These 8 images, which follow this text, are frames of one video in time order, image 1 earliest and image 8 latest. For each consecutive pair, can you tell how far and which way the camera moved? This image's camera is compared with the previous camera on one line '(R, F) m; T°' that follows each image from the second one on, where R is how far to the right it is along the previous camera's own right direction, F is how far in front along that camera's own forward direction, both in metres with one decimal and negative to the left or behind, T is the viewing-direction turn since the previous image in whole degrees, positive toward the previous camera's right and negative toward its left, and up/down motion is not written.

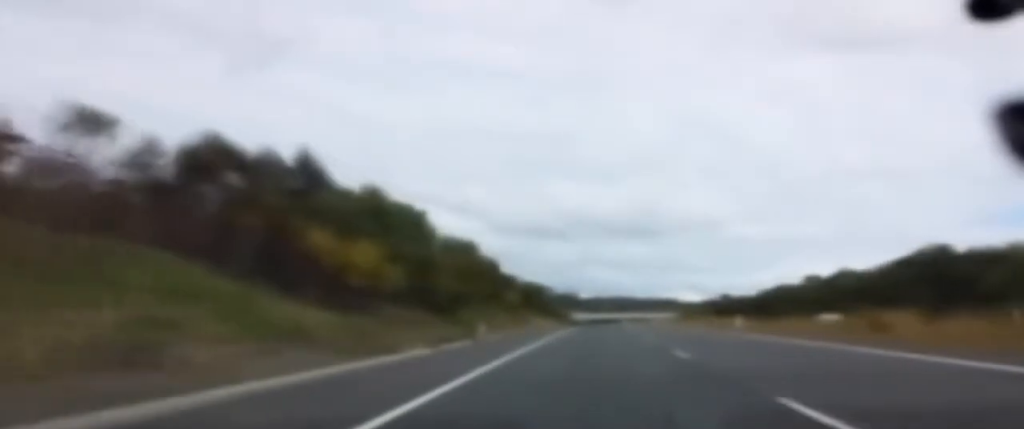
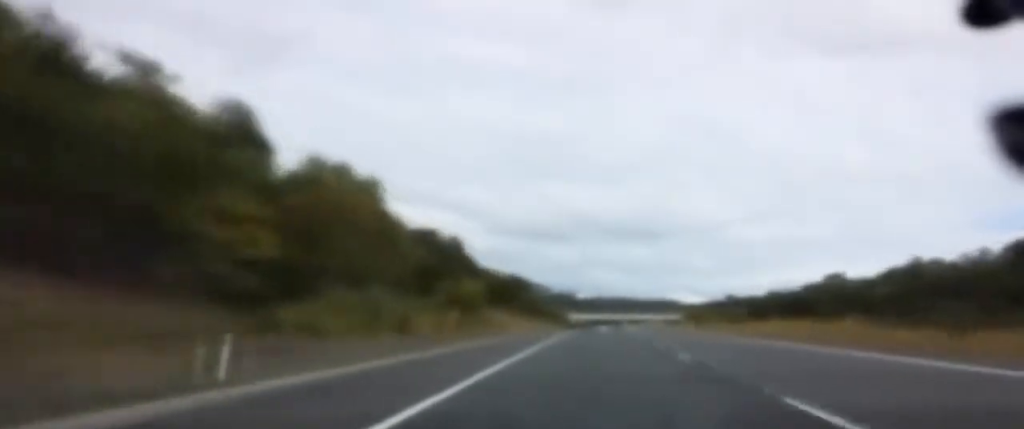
(-0.4, +36.5) m; -1°
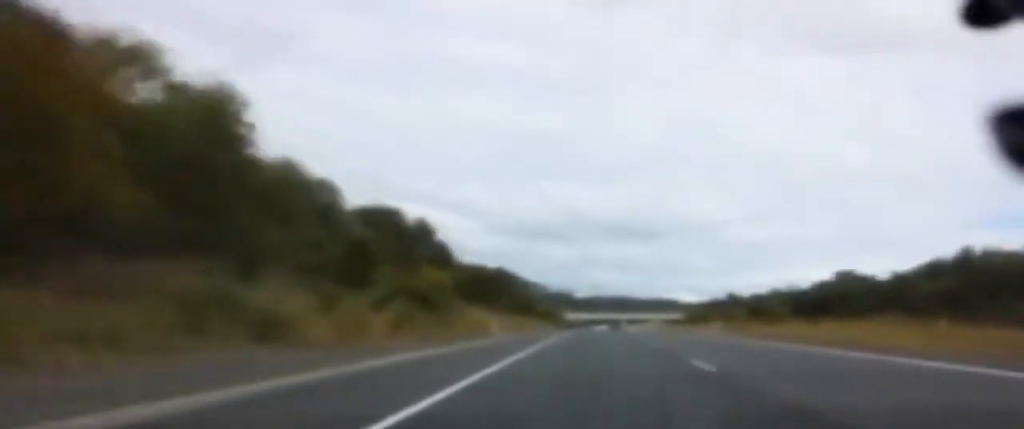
(0.0, +16.2) m; 0°
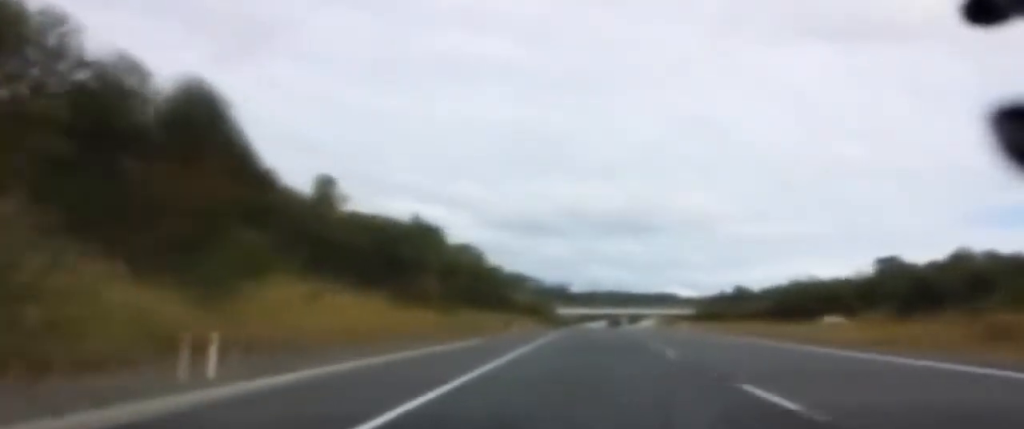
(-0.1, +43.4) m; 0°
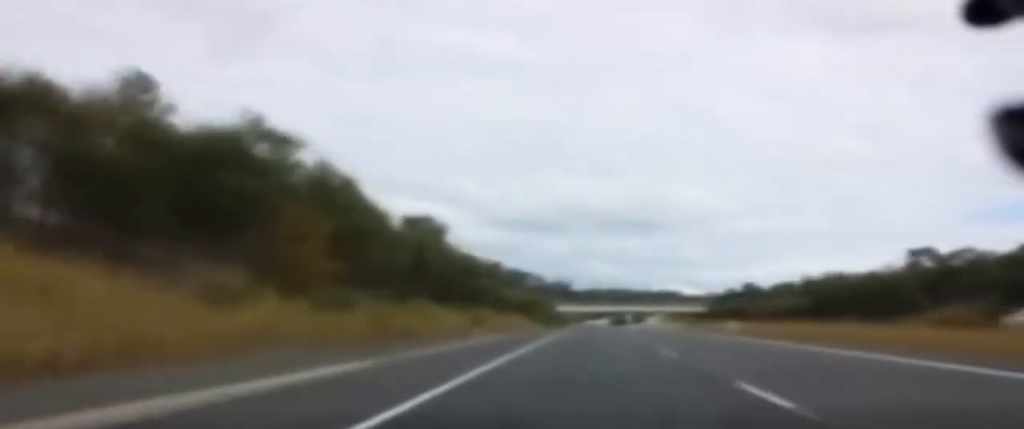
(0.0, +24.2) m; 0°
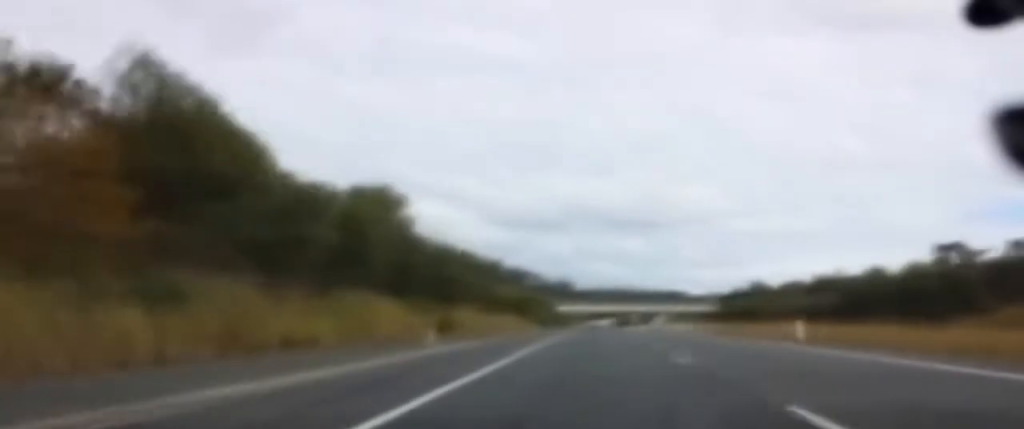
(0.0, +15.1) m; 0°
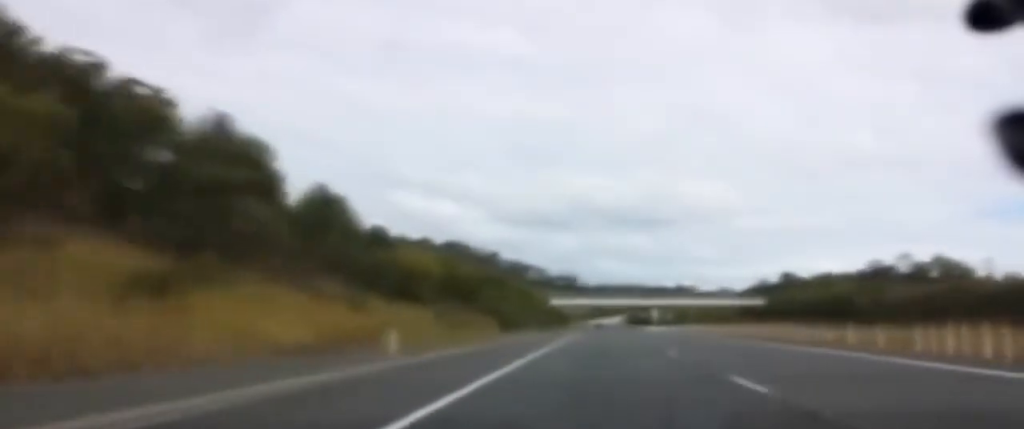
(-0.1, +67.6) m; 0°
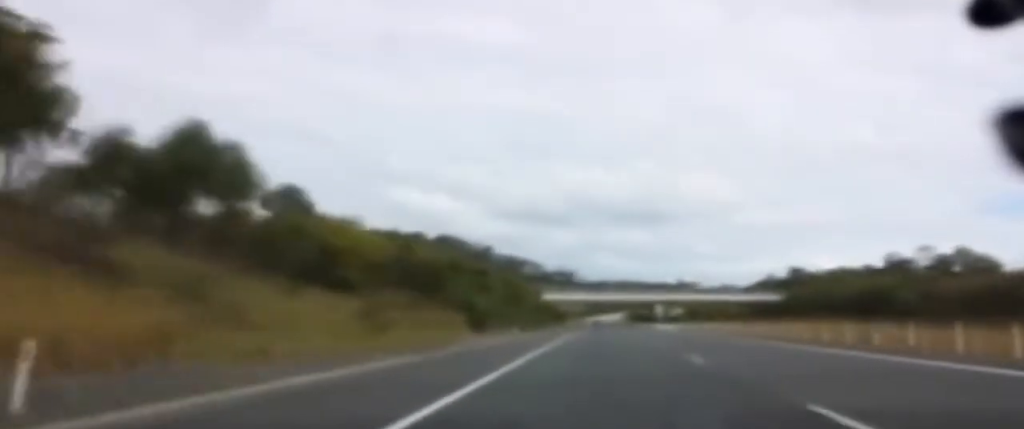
(-0.1, +17.2) m; 0°
